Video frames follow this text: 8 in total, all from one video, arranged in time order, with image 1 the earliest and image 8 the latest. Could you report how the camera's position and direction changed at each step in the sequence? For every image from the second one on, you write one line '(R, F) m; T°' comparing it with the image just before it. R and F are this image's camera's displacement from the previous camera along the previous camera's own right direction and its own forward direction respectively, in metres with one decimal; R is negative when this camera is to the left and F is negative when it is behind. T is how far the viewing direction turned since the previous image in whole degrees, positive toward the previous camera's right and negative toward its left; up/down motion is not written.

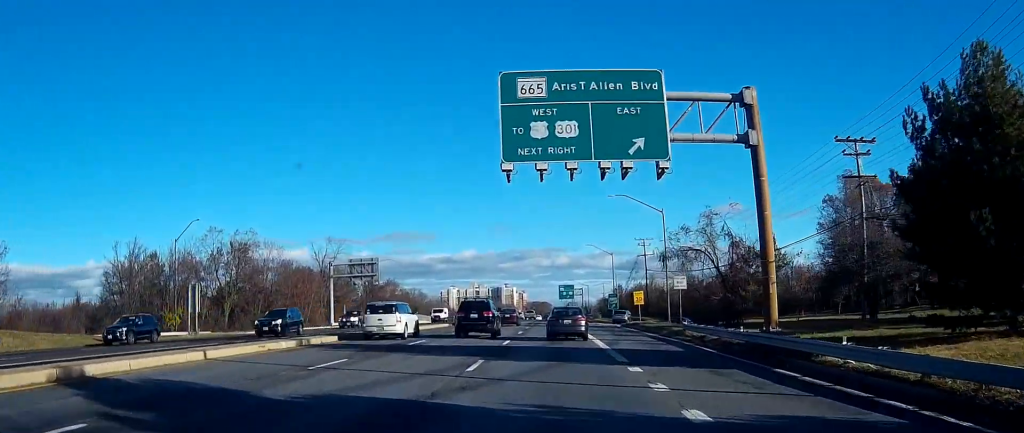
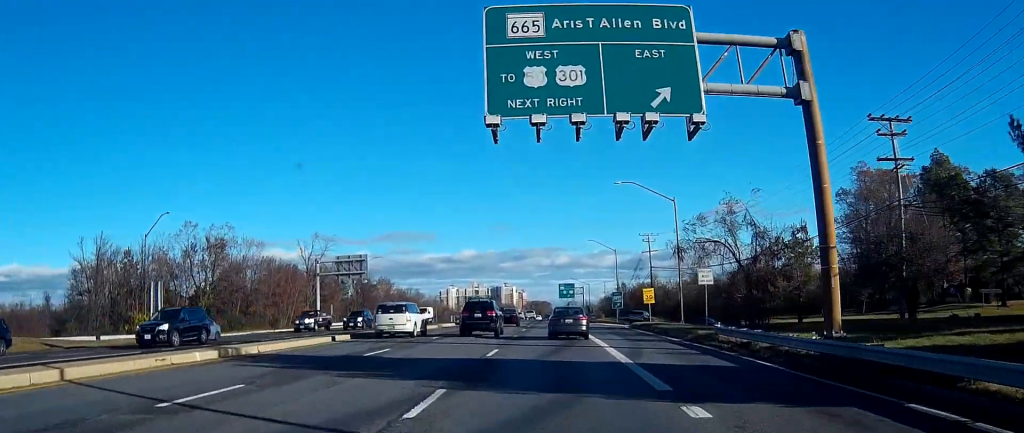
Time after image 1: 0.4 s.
(0.0, +7.0) m; 0°
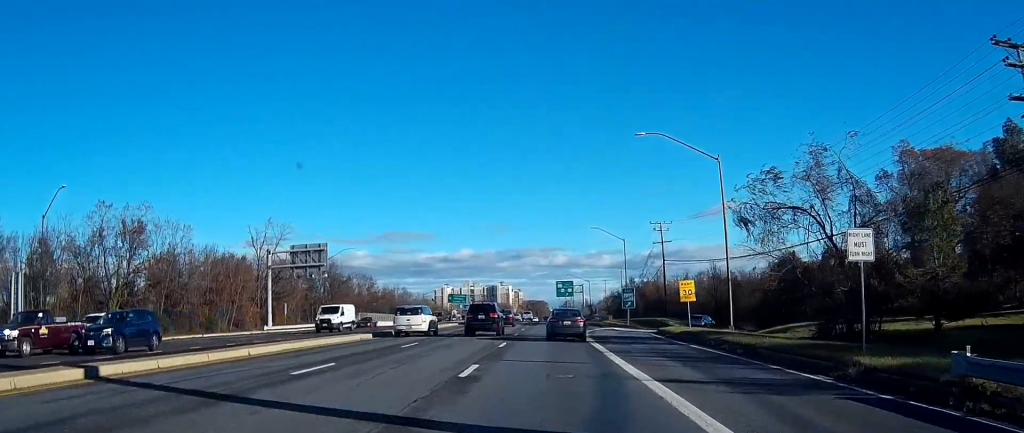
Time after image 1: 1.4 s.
(0.0, +18.4) m; 0°
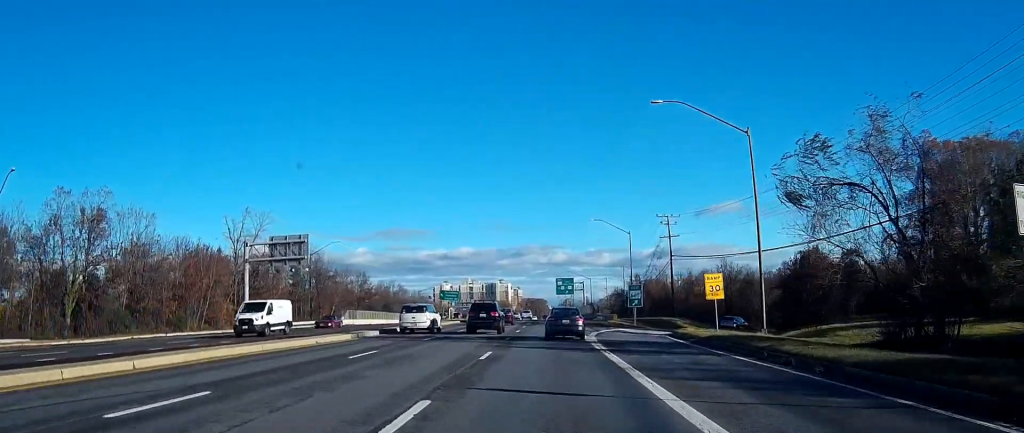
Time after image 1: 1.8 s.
(0.0, +7.3) m; 0°
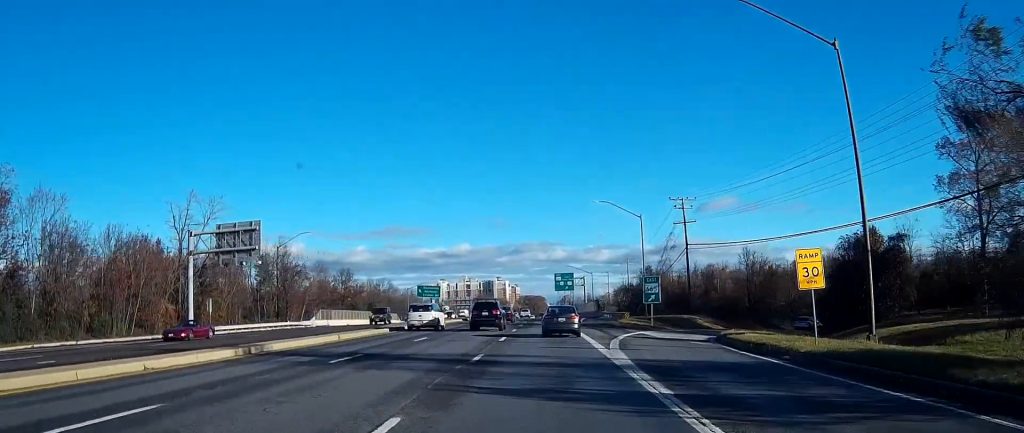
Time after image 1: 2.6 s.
(0.0, +14.0) m; 0°
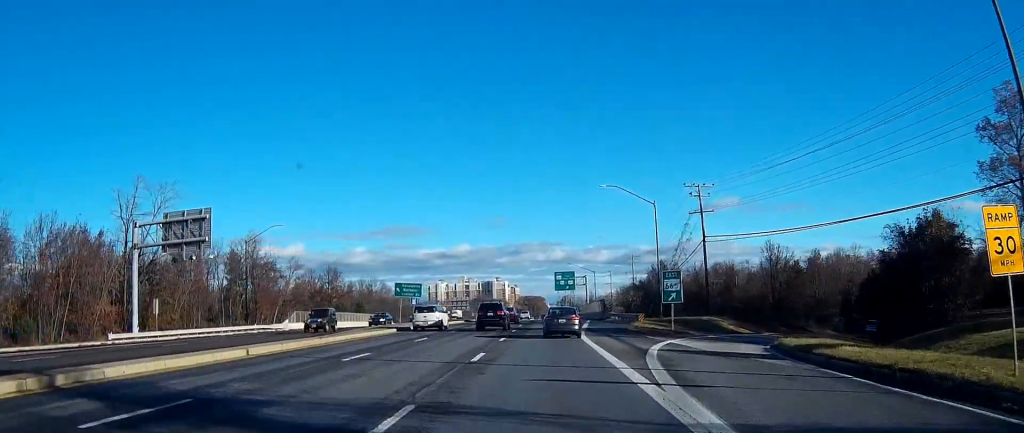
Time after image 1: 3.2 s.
(-0.1, +11.1) m; 0°
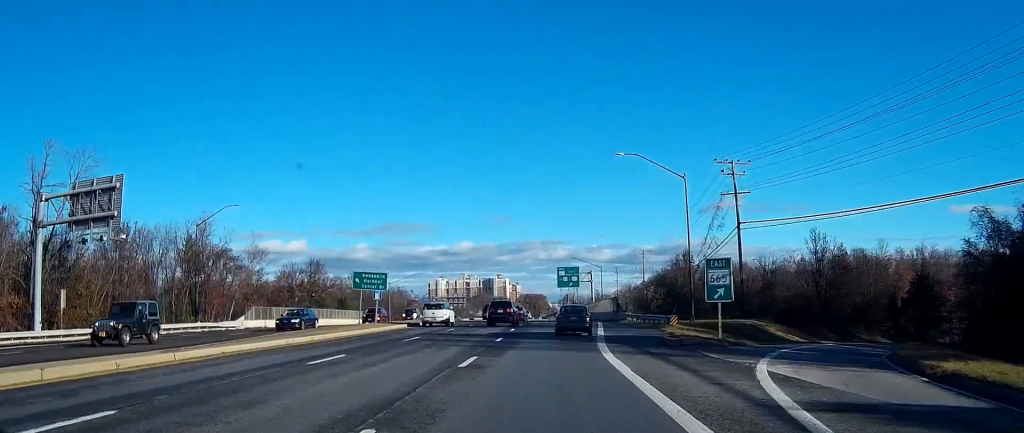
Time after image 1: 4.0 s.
(0.0, +14.8) m; 0°
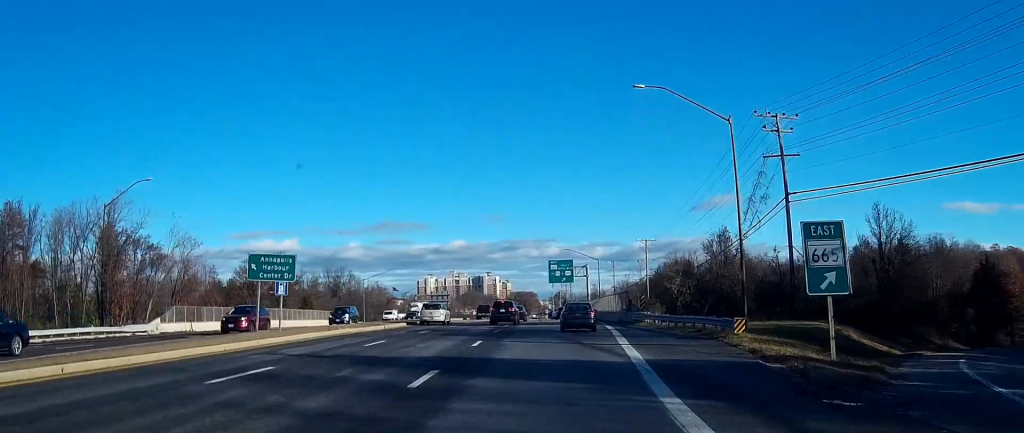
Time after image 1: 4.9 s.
(+0.1, +17.5) m; +1°
